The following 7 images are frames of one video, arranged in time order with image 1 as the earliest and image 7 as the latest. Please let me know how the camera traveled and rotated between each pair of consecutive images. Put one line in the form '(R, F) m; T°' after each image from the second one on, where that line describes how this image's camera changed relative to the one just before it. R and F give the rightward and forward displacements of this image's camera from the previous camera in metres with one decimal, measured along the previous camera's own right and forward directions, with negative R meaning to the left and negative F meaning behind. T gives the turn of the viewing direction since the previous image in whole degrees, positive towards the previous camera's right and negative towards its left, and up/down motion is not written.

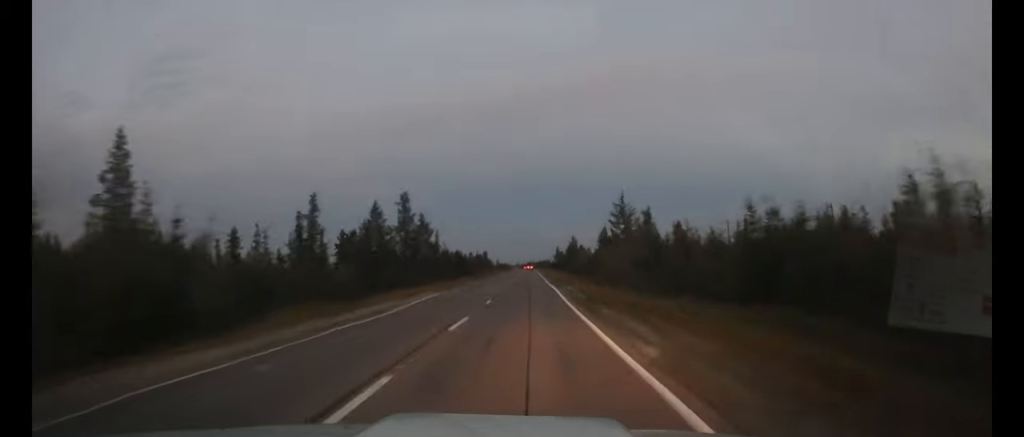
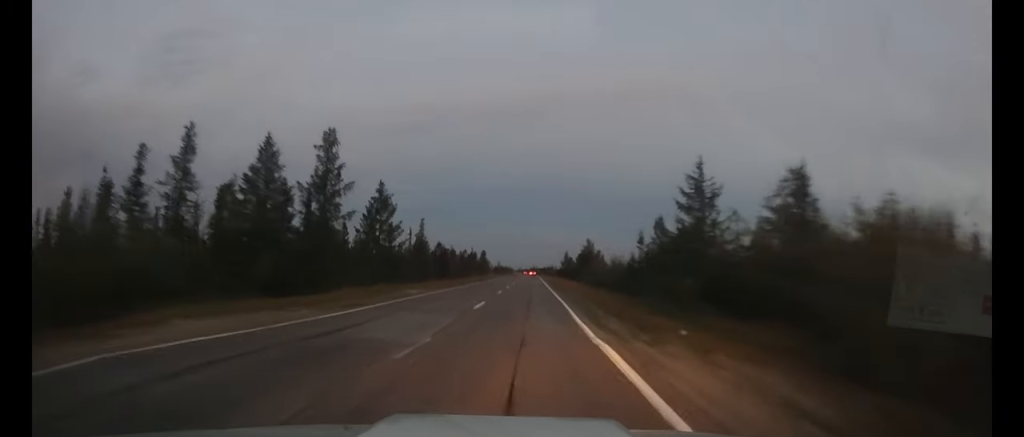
(+0.2, +27.1) m; 0°
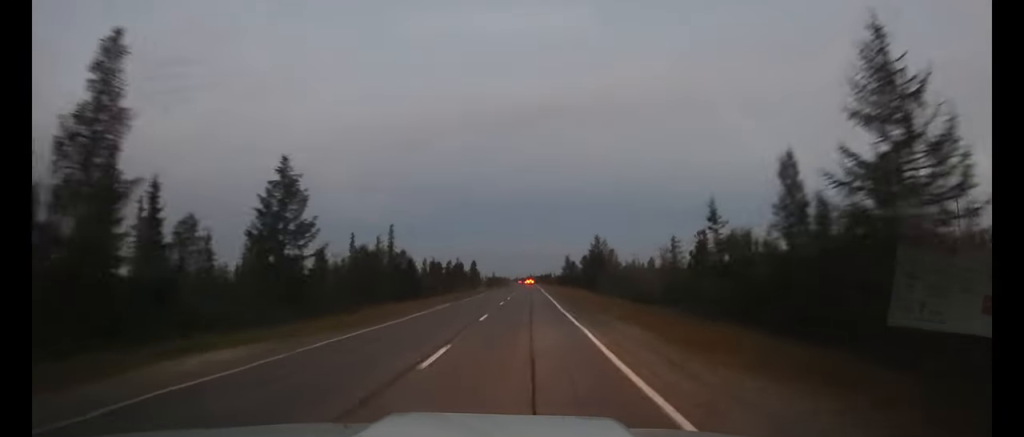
(-0.1, +23.0) m; 0°
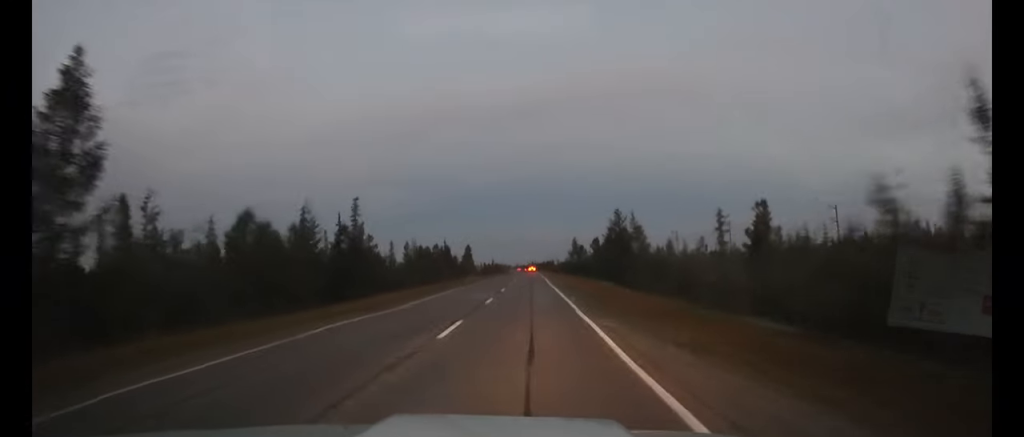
(+0.1, +21.8) m; 0°
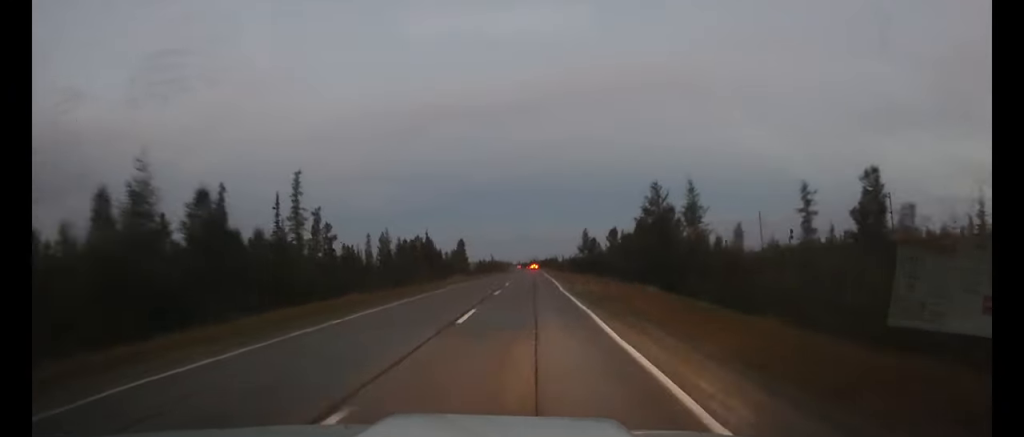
(0.0, +21.3) m; 0°
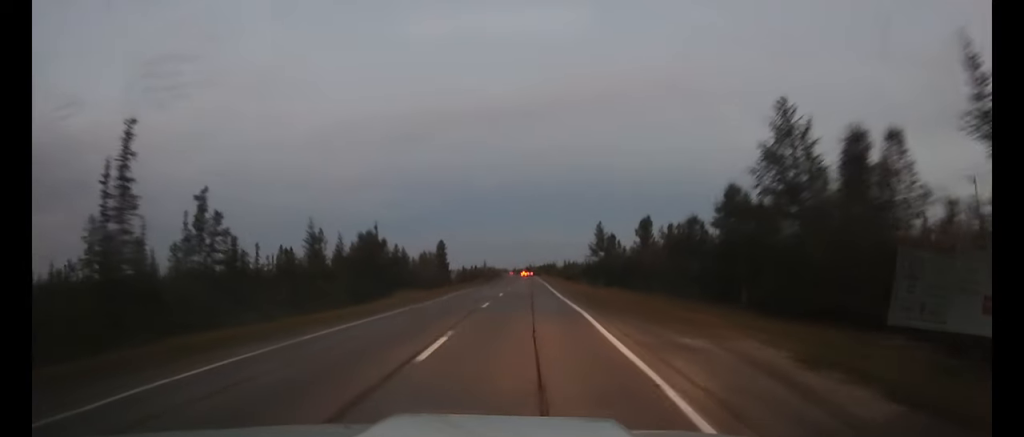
(0.0, +28.4) m; 0°
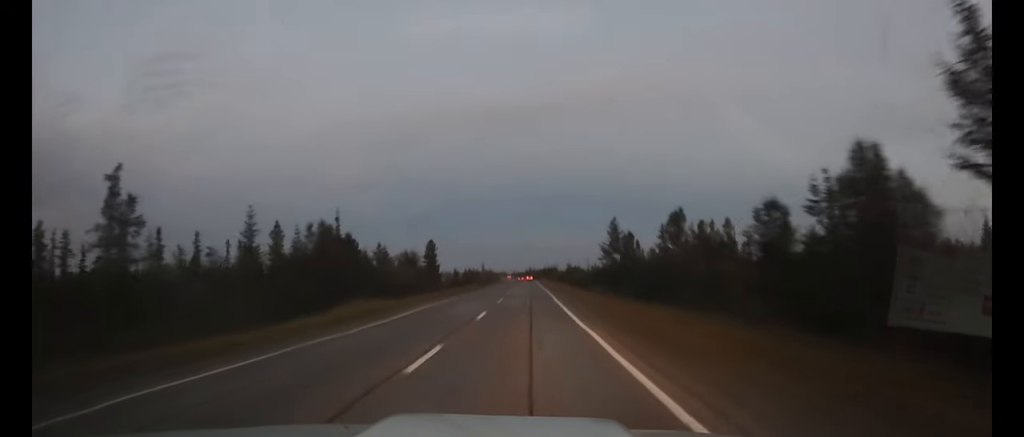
(0.0, +13.4) m; 0°
